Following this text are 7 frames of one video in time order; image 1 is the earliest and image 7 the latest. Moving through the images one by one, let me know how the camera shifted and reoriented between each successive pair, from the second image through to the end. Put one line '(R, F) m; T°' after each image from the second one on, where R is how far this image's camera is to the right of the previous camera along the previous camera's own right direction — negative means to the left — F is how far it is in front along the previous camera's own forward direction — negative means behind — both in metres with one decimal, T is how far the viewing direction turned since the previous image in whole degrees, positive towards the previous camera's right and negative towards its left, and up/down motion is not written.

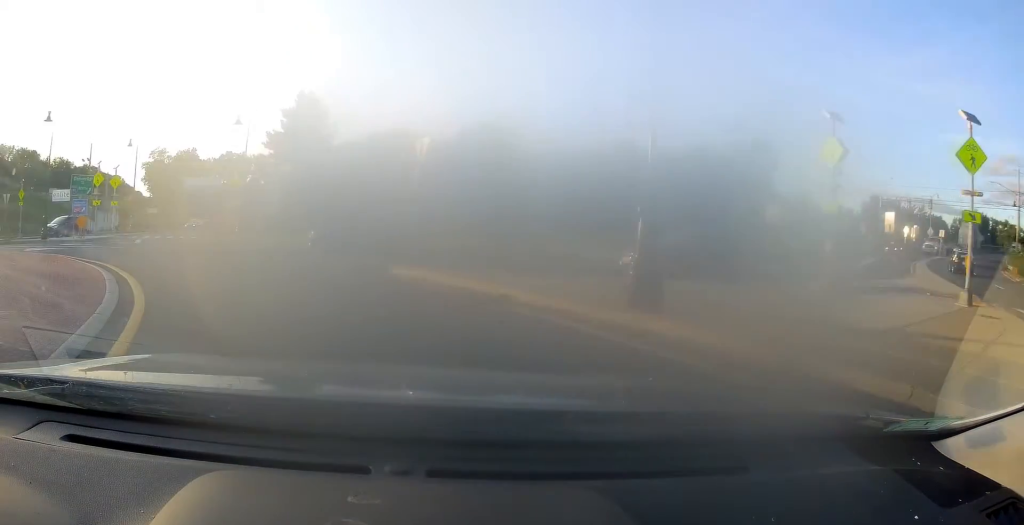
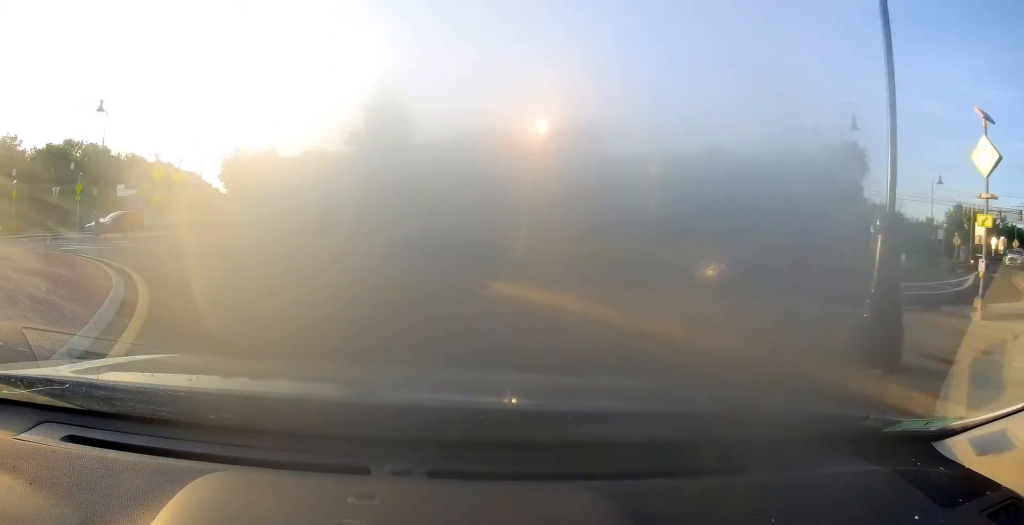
(-0.1, +2.8) m; -10°
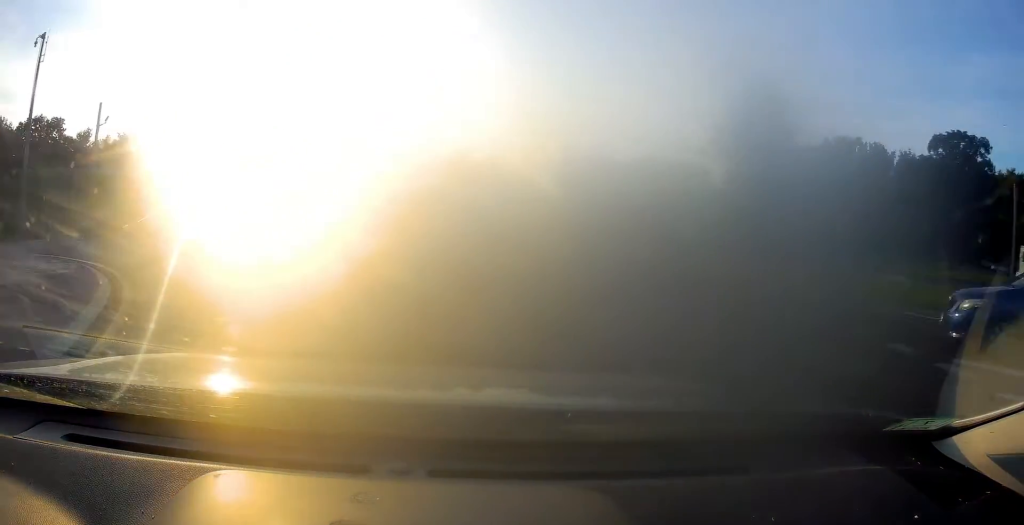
(-5.2, +12.1) m; -39°
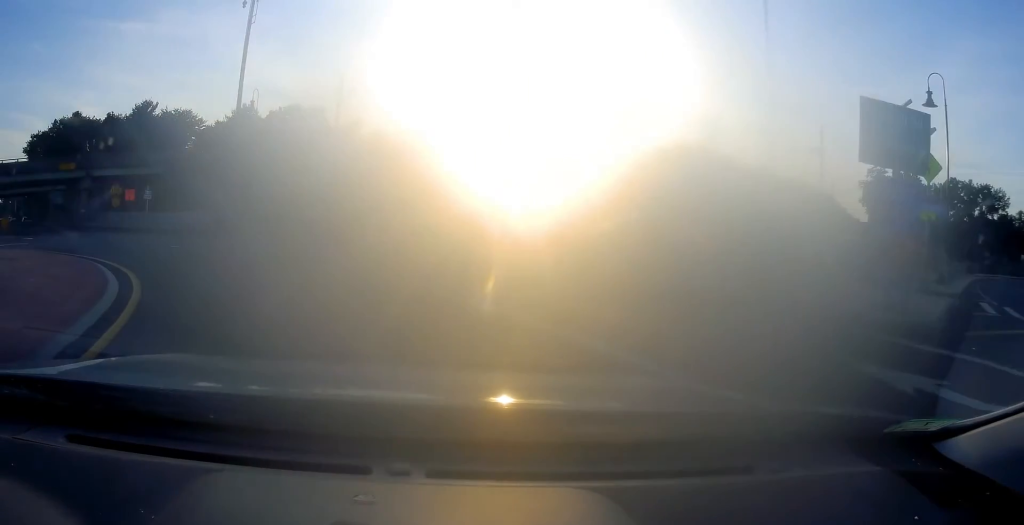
(-1.5, +10.5) m; -24°
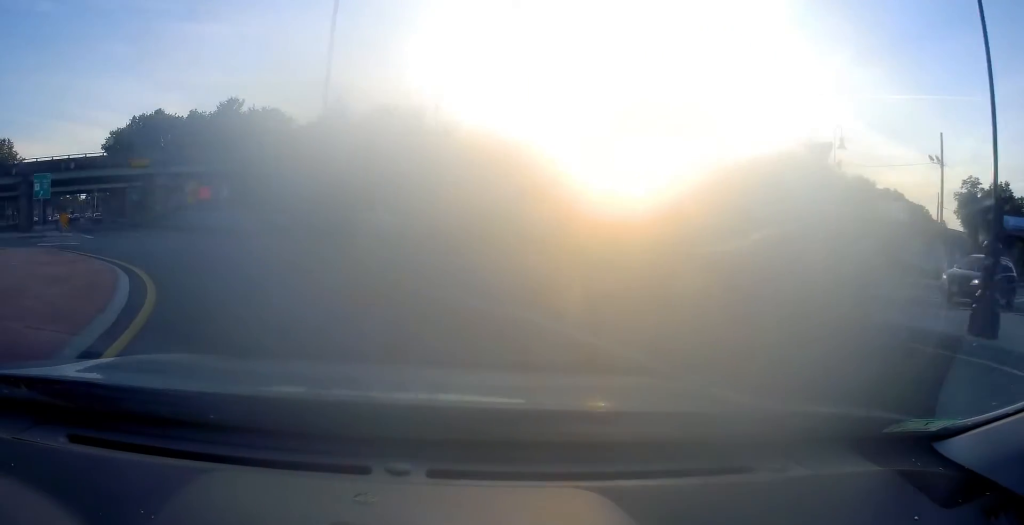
(-0.7, +3.8) m; -9°
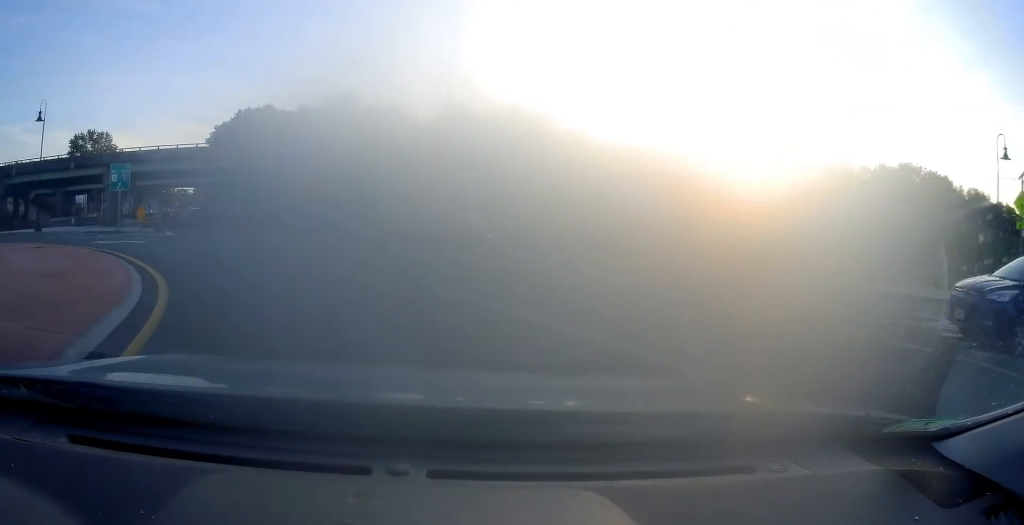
(-0.3, +4.4) m; -5°
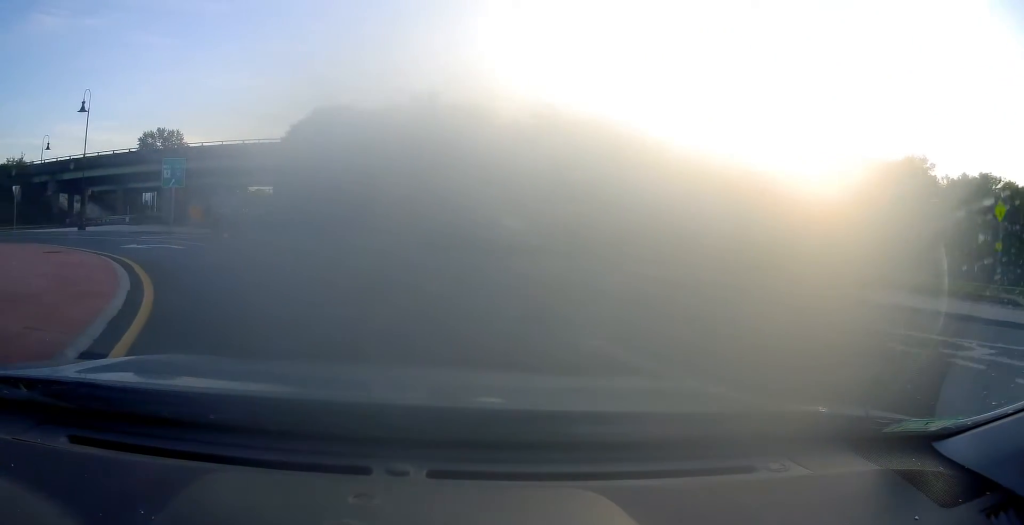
(0.0, +4.1) m; -3°
